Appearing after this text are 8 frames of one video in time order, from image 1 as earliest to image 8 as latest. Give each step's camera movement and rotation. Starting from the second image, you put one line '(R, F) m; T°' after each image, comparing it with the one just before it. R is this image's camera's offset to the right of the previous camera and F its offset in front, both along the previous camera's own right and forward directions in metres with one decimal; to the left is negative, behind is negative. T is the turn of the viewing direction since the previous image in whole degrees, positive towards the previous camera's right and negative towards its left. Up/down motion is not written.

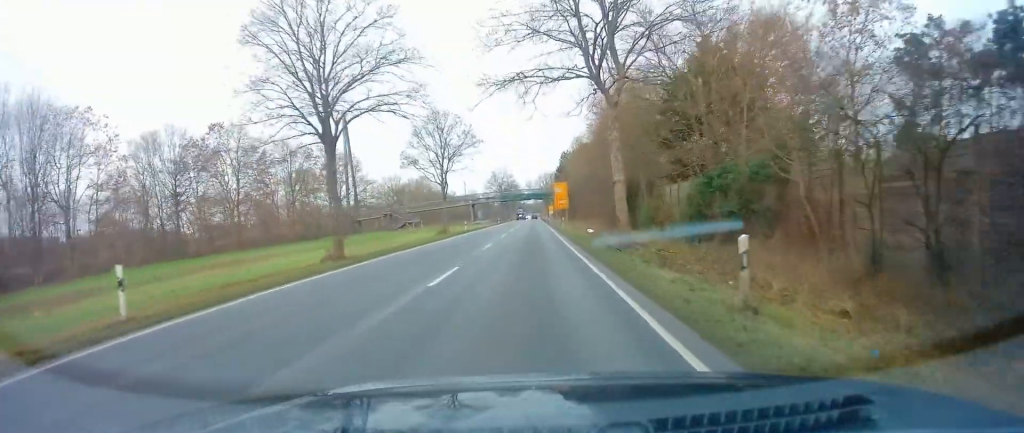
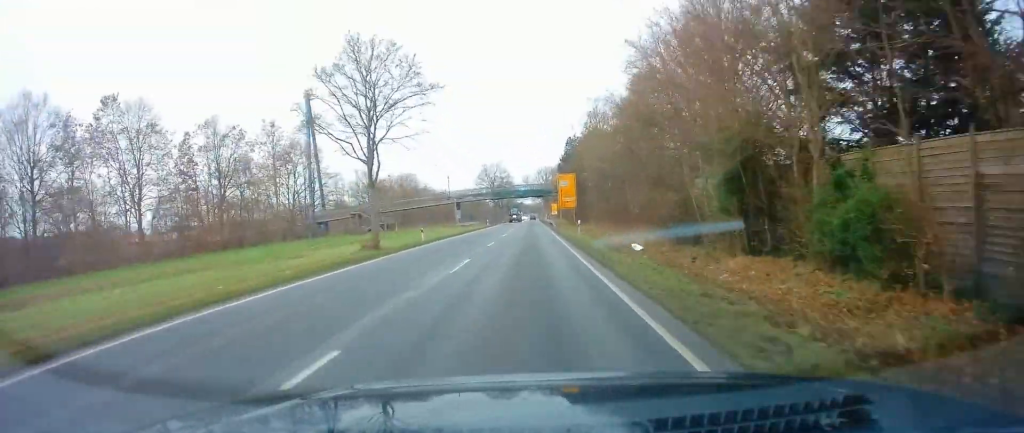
(+0.1, +21.6) m; 0°
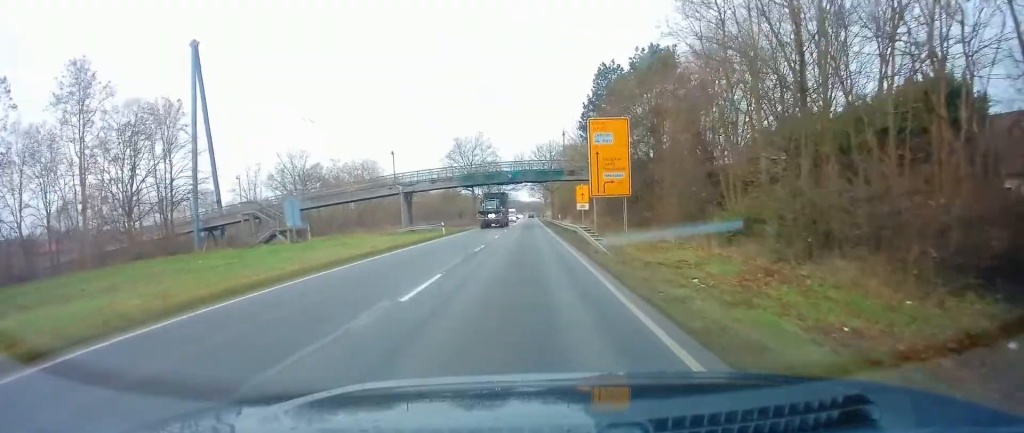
(-0.1, +41.3) m; 0°
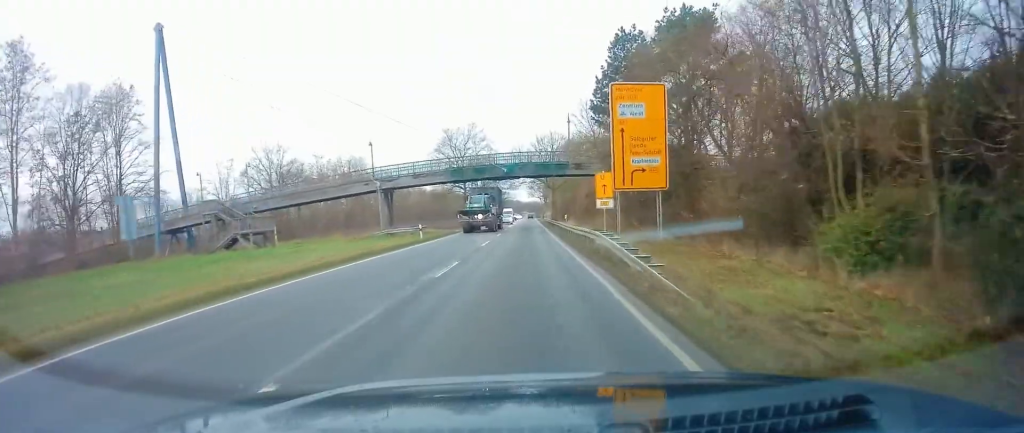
(-0.1, +8.7) m; +1°
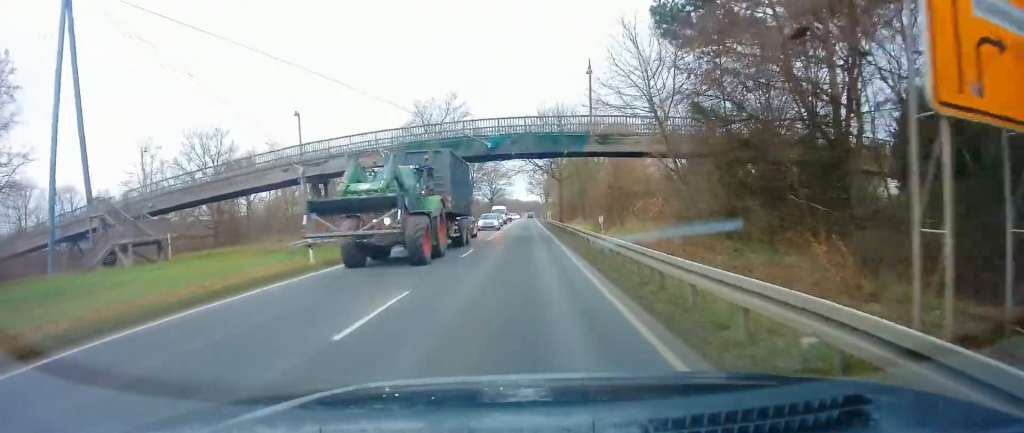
(+0.3, +18.5) m; +1°
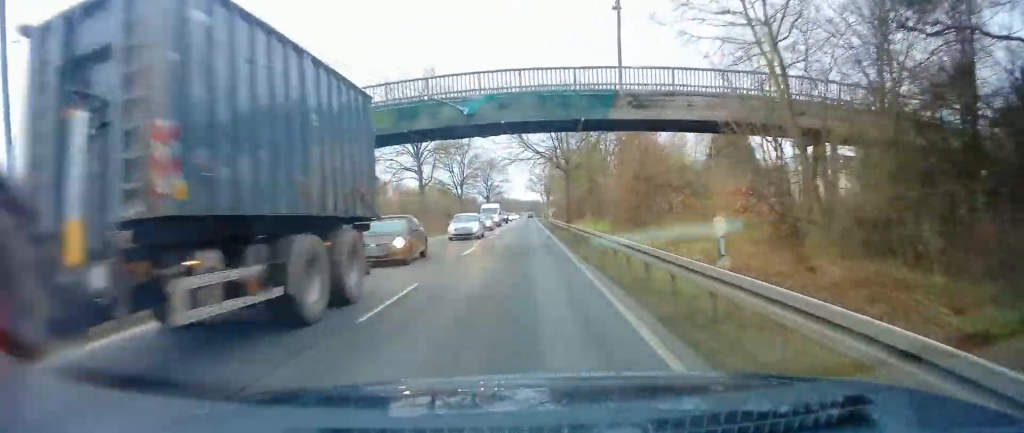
(+0.2, +11.1) m; 0°
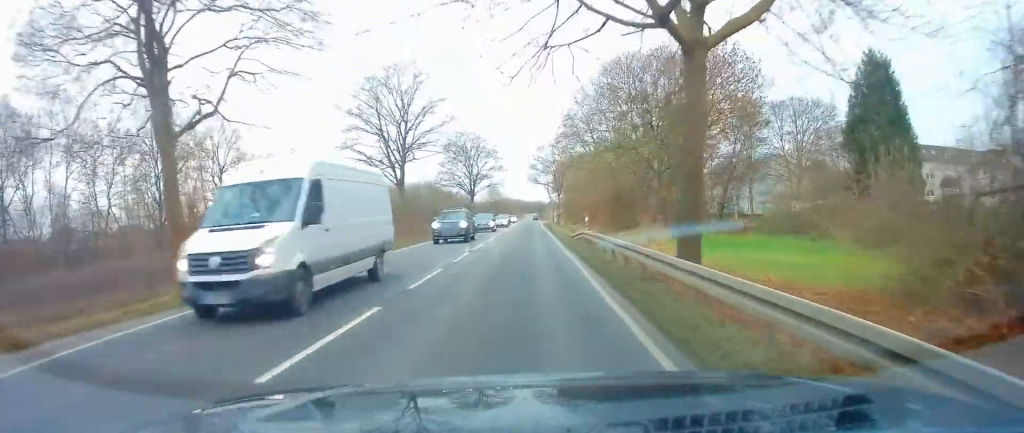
(-0.9, +33.8) m; -1°
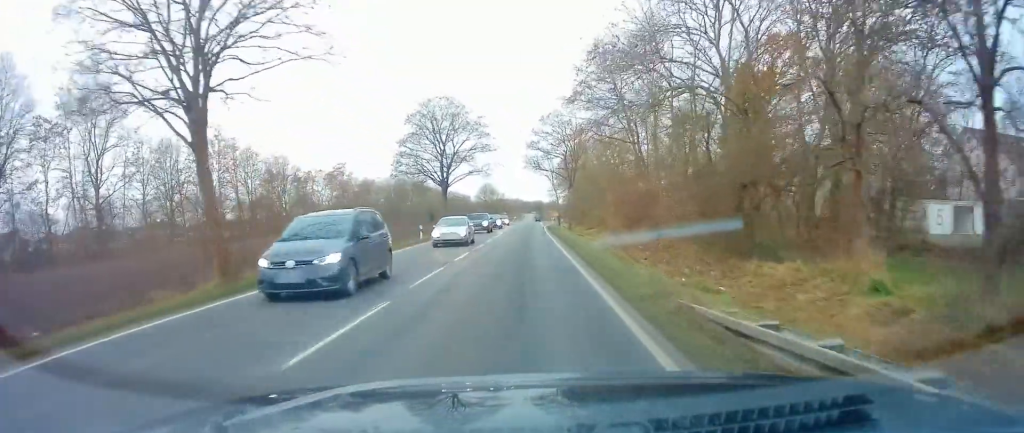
(+0.1, +23.9) m; +1°
